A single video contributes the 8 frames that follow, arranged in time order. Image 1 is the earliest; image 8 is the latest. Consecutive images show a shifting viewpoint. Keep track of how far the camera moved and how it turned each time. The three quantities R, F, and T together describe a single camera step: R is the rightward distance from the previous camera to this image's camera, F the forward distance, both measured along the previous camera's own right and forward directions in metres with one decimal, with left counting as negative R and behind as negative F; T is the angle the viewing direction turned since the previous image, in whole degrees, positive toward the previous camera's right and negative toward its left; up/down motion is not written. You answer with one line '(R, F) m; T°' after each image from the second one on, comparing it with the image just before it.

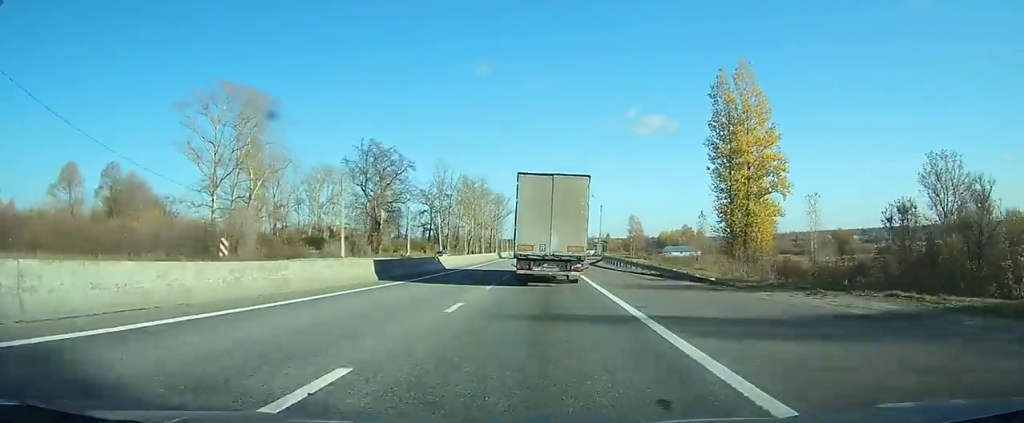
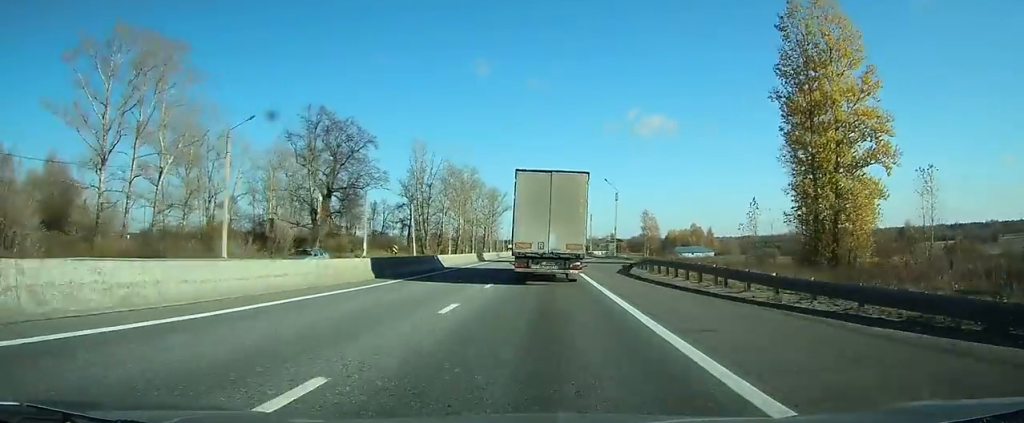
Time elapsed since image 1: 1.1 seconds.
(0.0, +24.3) m; 0°
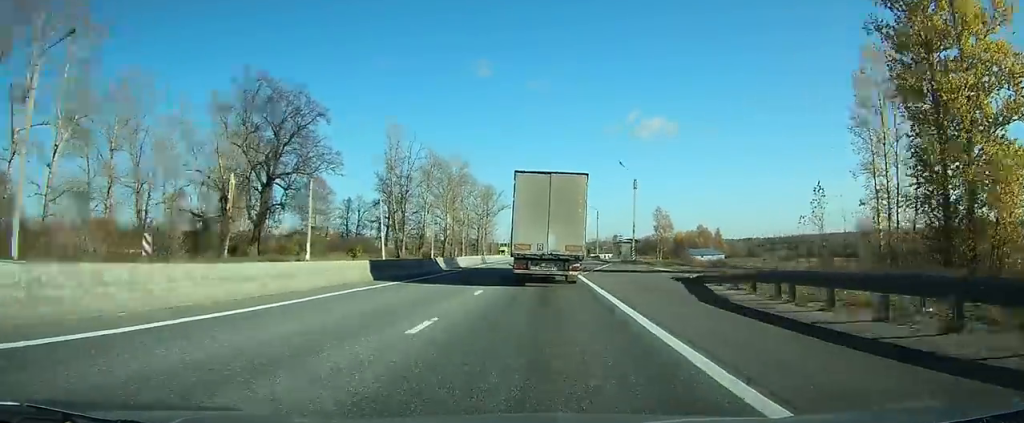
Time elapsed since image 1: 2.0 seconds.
(0.0, +19.4) m; 0°
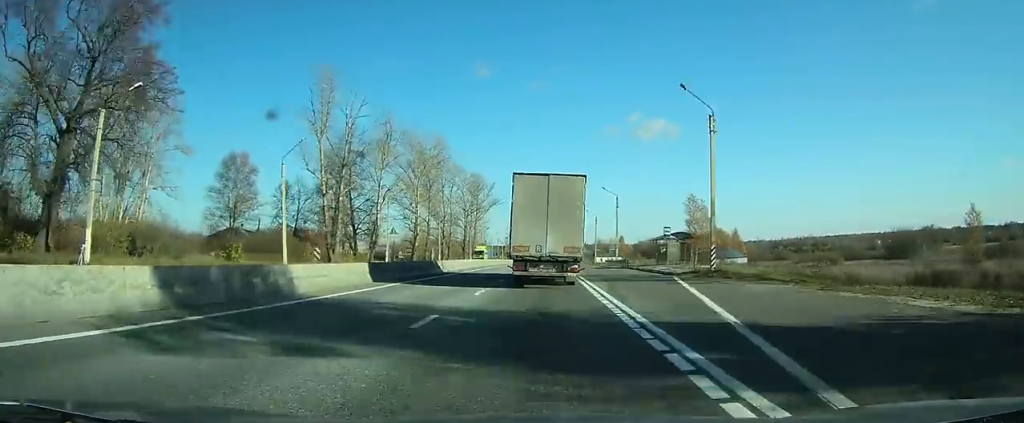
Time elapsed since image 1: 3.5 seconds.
(0.0, +32.5) m; 0°
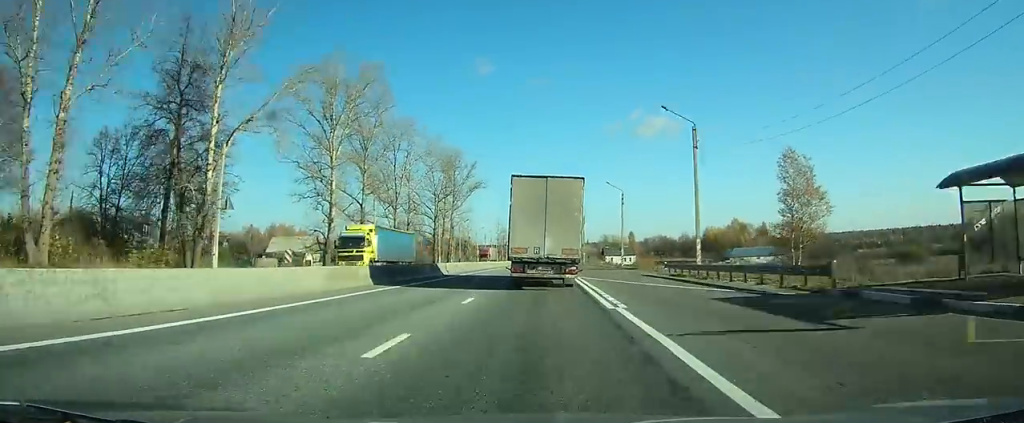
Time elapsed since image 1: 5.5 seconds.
(+0.1, +43.1) m; 0°
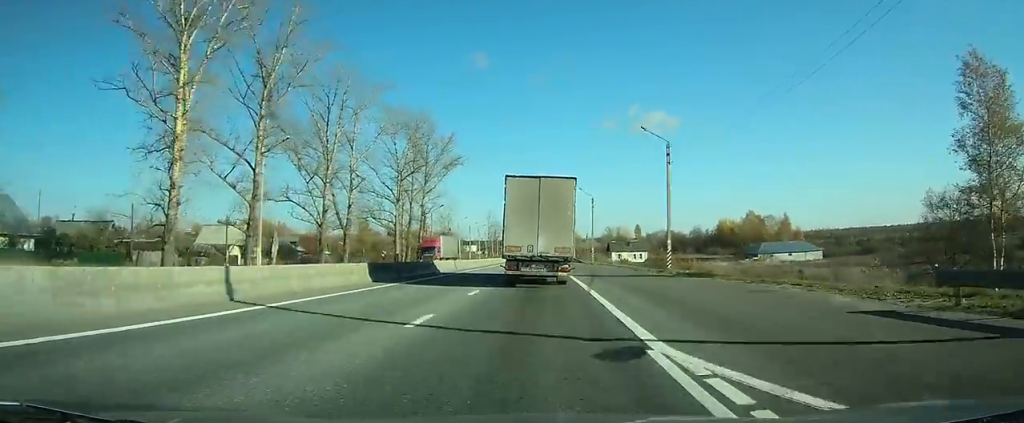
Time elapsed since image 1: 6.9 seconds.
(0.0, +29.0) m; 0°
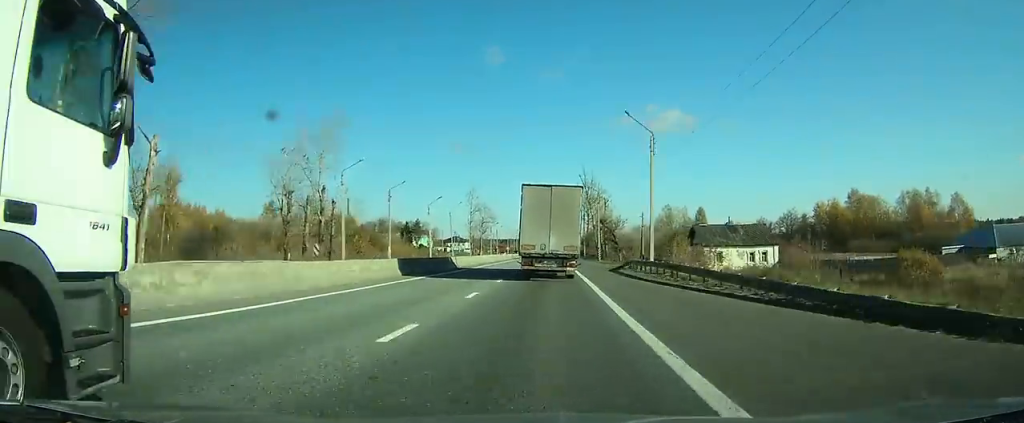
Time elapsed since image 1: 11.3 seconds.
(-0.7, +87.9) m; -1°
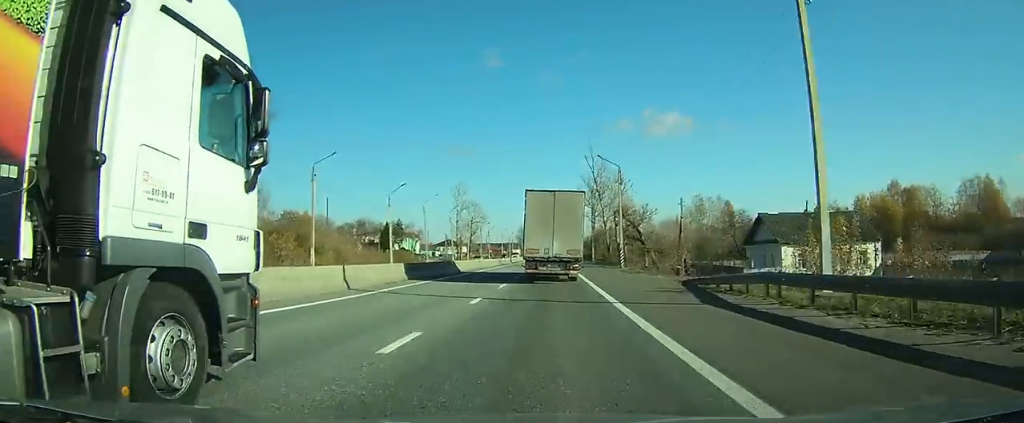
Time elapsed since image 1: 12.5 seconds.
(0.0, +25.7) m; 0°
